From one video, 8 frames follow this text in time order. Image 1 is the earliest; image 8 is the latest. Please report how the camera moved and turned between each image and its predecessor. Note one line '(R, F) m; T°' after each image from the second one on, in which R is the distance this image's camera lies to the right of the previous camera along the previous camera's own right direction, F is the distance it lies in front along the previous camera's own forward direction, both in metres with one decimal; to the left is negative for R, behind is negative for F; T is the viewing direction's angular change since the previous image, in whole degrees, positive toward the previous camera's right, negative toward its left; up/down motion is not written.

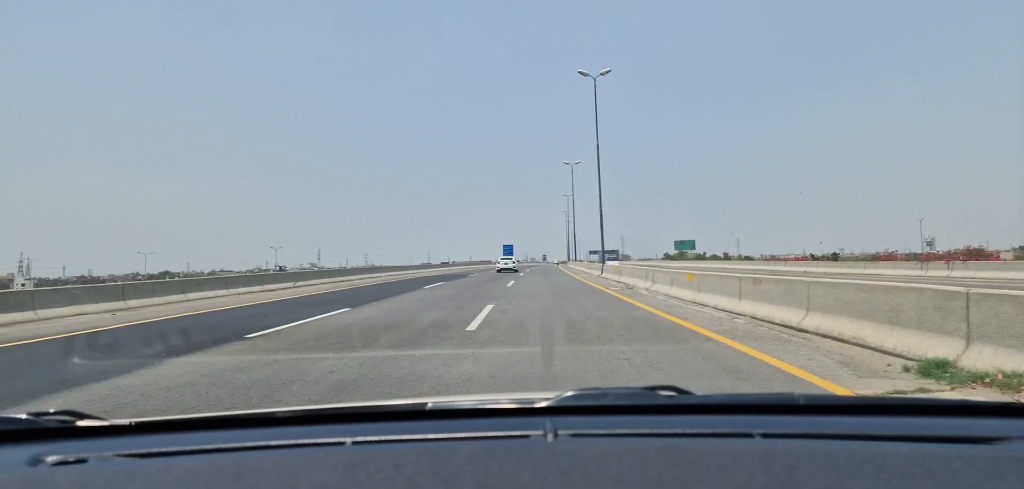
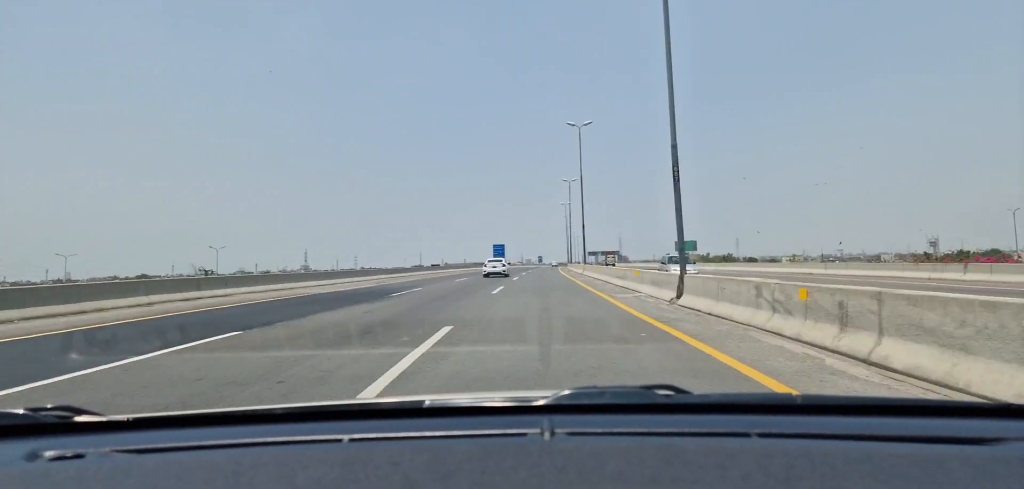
(+0.1, +23.7) m; +1°
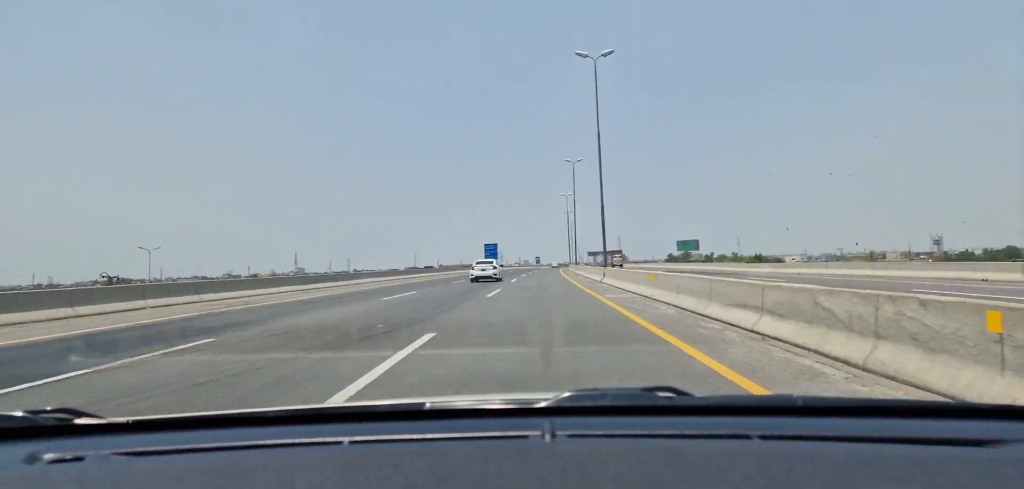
(+0.1, +18.4) m; +1°
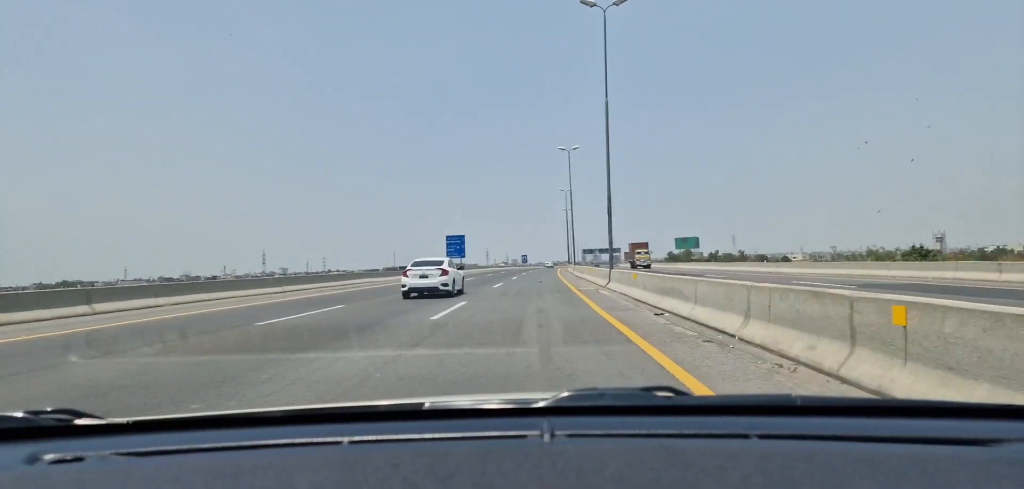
(+0.5, +45.7) m; +1°
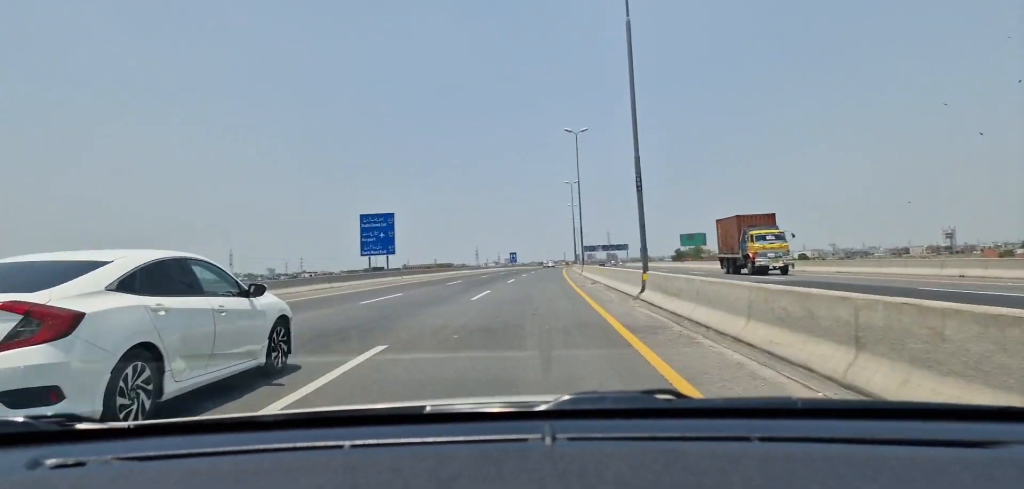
(+0.4, +48.1) m; +1°
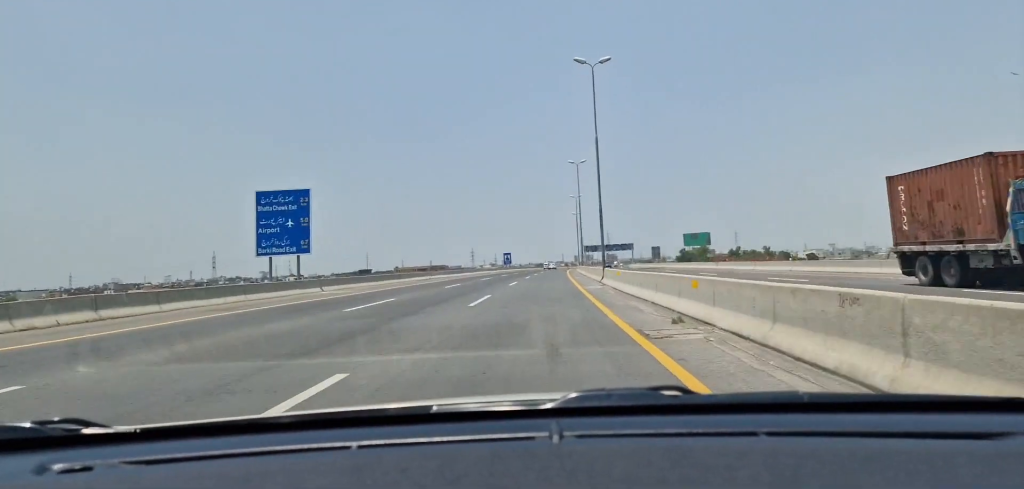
(-0.1, +19.2) m; 0°
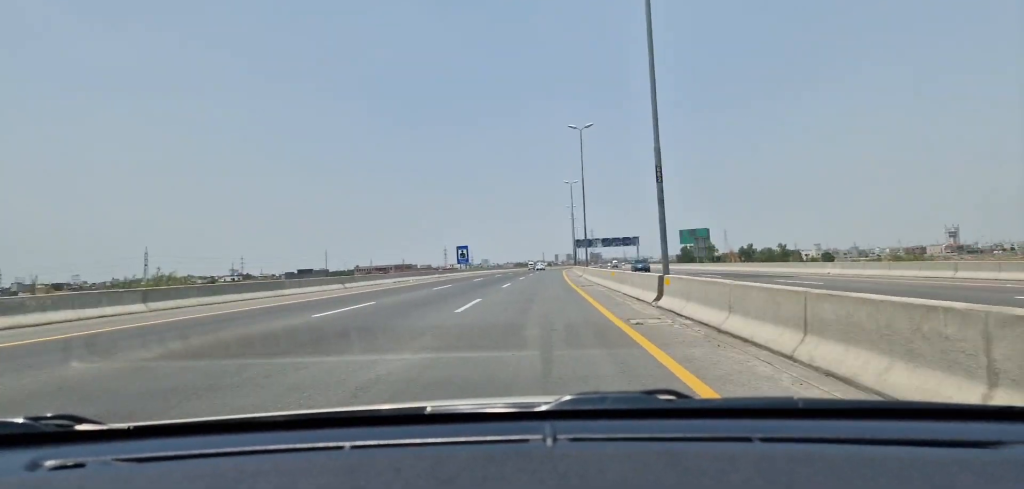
(+0.8, +59.3) m; +1°
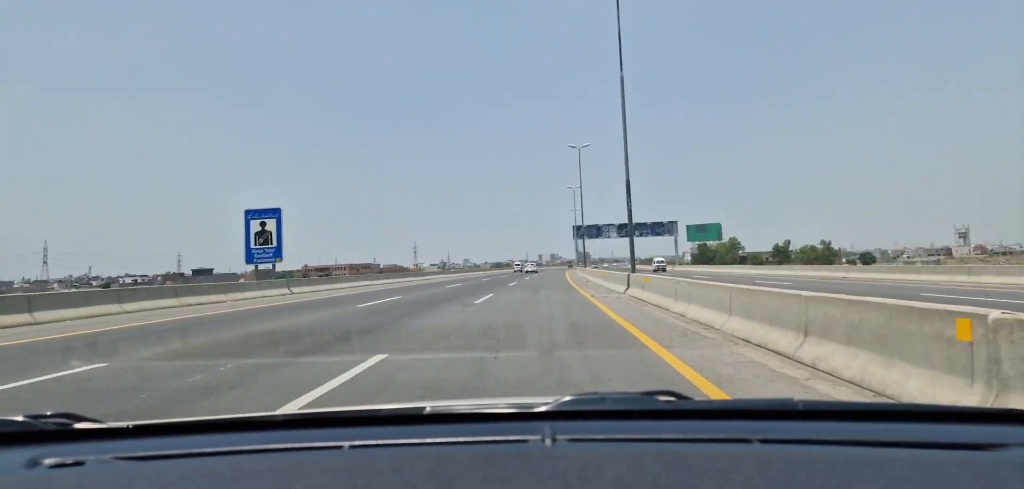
(+1.1, +68.2) m; +2°
